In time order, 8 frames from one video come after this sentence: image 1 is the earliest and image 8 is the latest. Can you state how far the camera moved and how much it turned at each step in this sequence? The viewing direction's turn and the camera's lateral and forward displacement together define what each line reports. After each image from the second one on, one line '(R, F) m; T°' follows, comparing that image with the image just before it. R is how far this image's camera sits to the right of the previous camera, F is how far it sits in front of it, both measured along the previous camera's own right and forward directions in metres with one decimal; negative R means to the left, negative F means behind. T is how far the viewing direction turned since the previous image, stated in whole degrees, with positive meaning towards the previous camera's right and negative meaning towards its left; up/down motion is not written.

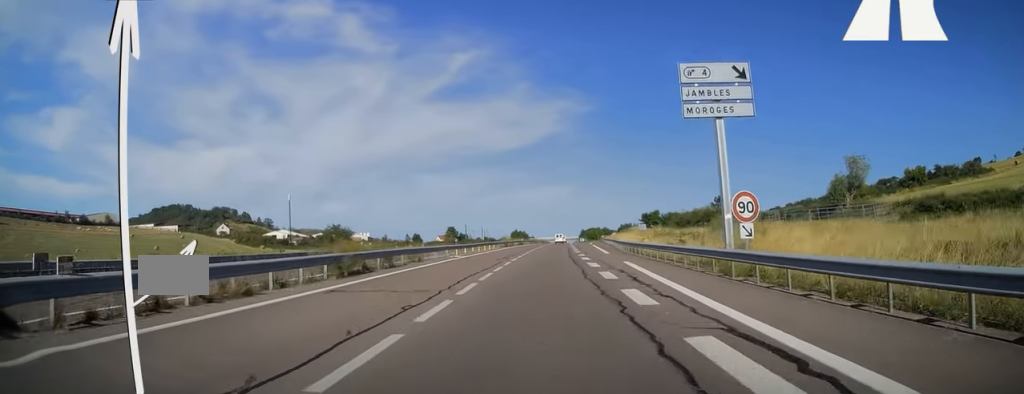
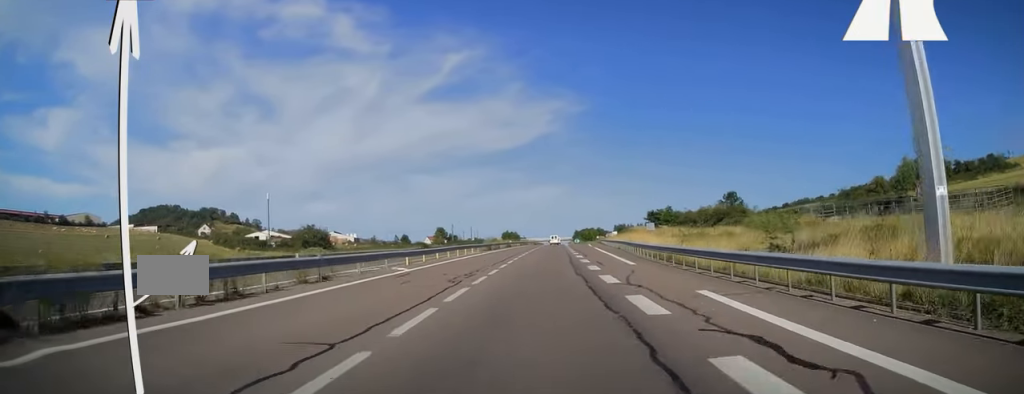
(+0.1, +14.1) m; 0°
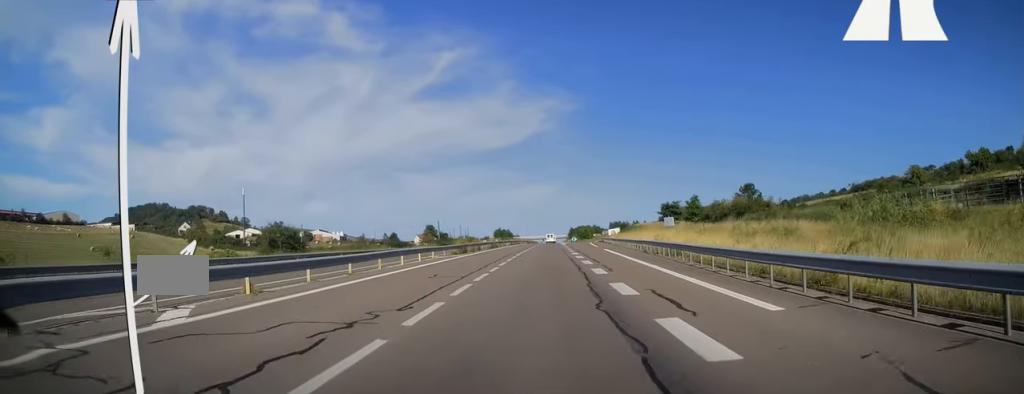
(-0.1, +16.6) m; +1°
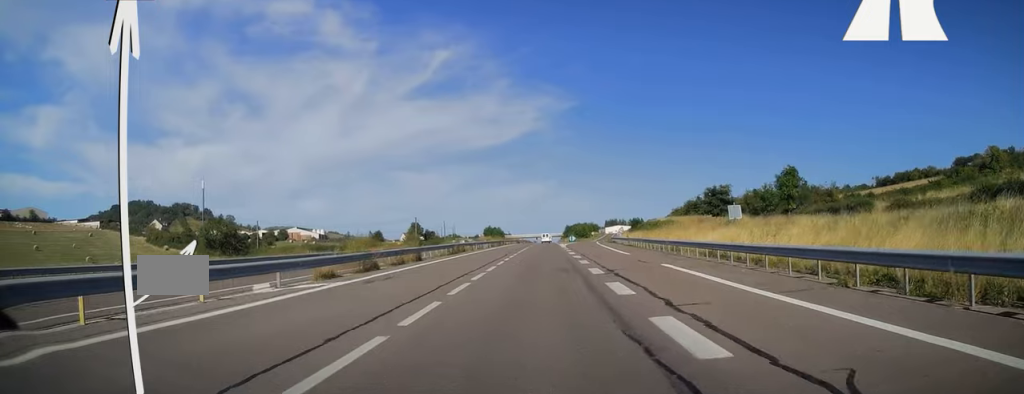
(+0.3, +25.9) m; +1°
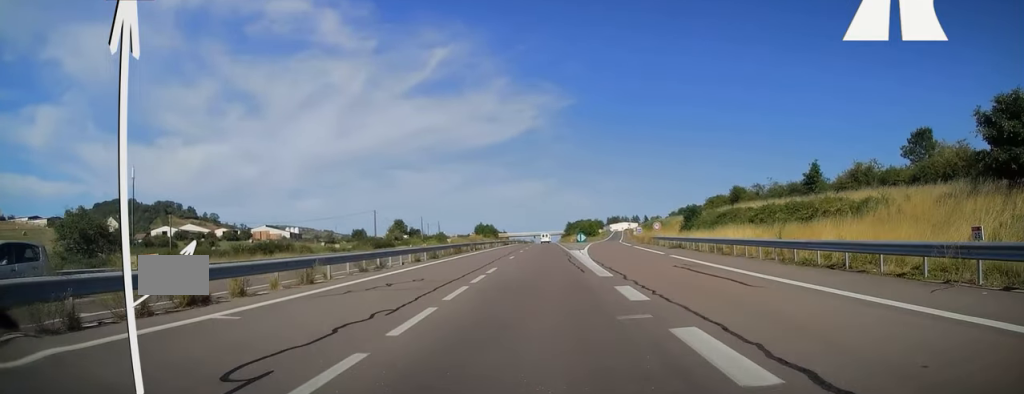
(+0.2, +40.3) m; 0°
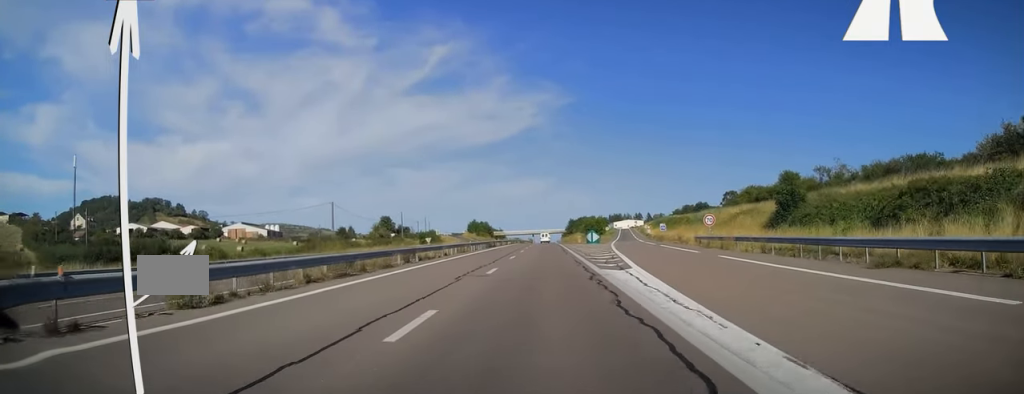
(0.0, +26.5) m; 0°
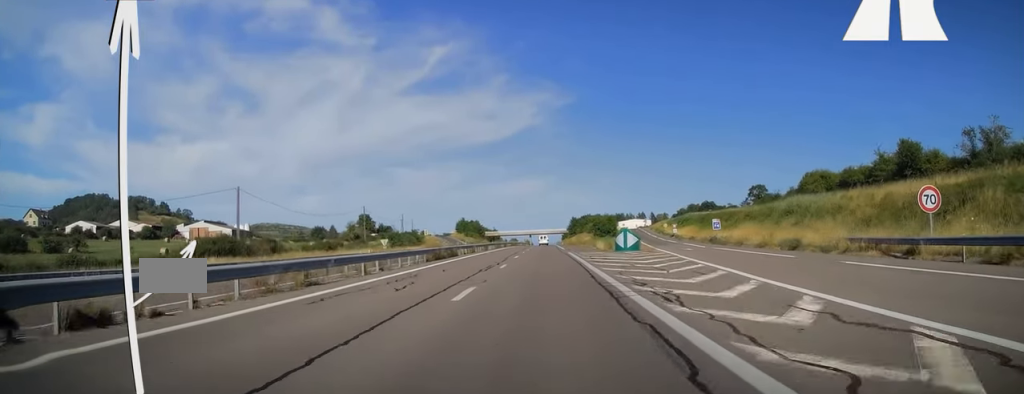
(0.0, +33.9) m; 0°
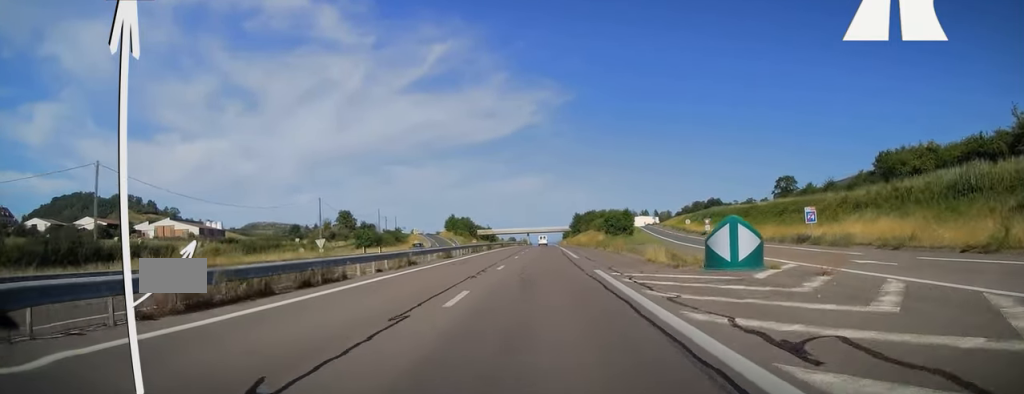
(0.0, +26.6) m; 0°
